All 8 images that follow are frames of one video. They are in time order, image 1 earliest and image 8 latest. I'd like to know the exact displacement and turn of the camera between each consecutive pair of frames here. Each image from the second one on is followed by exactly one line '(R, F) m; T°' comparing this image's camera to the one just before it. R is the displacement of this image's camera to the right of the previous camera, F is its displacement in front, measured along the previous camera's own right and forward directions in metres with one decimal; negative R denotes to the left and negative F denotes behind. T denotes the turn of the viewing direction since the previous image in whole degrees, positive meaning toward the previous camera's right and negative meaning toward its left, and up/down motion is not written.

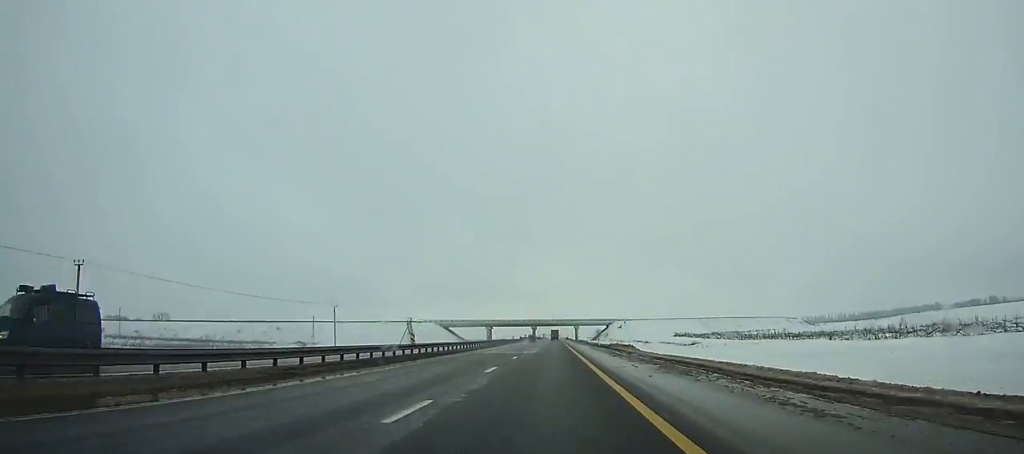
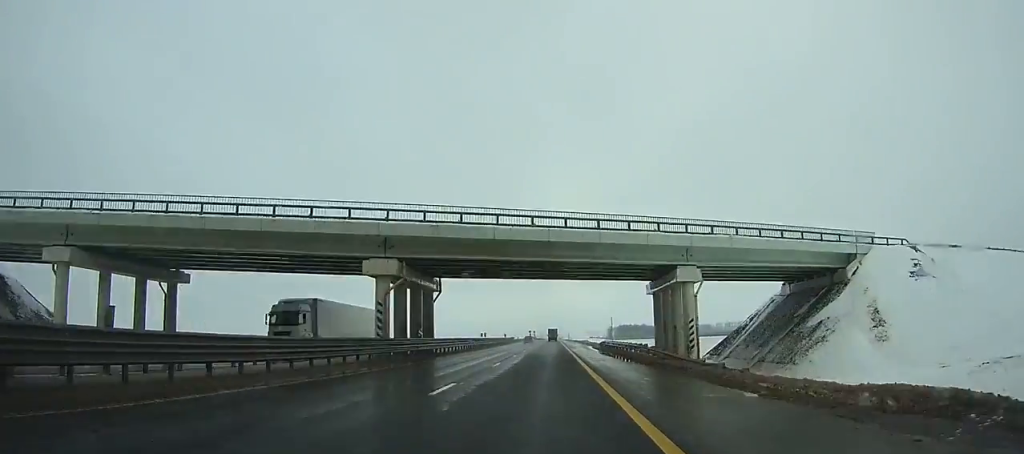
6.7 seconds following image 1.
(+0.1, +200.5) m; 0°
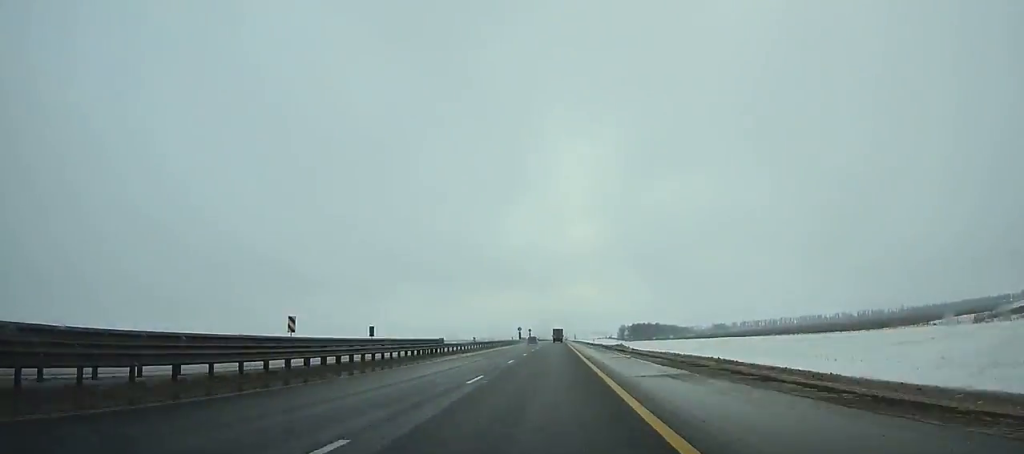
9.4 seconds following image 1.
(-0.2, +80.9) m; 0°
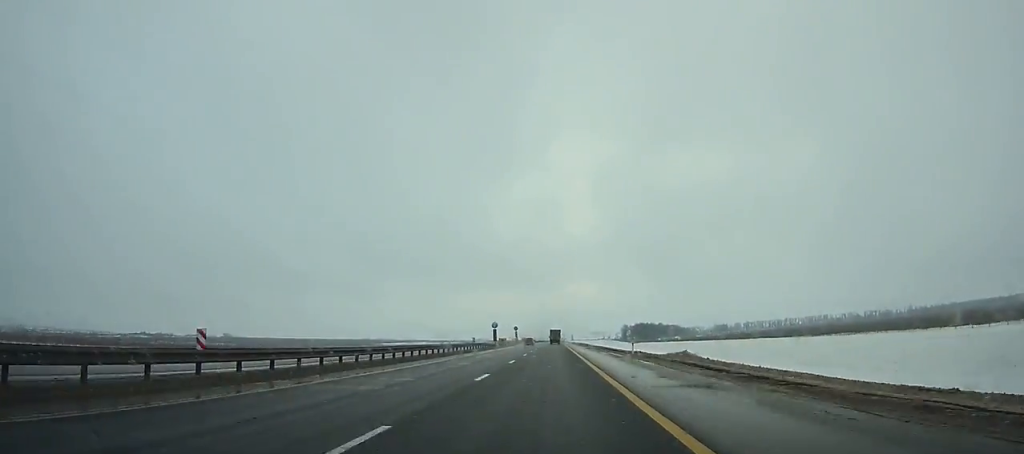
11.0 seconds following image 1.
(0.0, +48.0) m; 0°
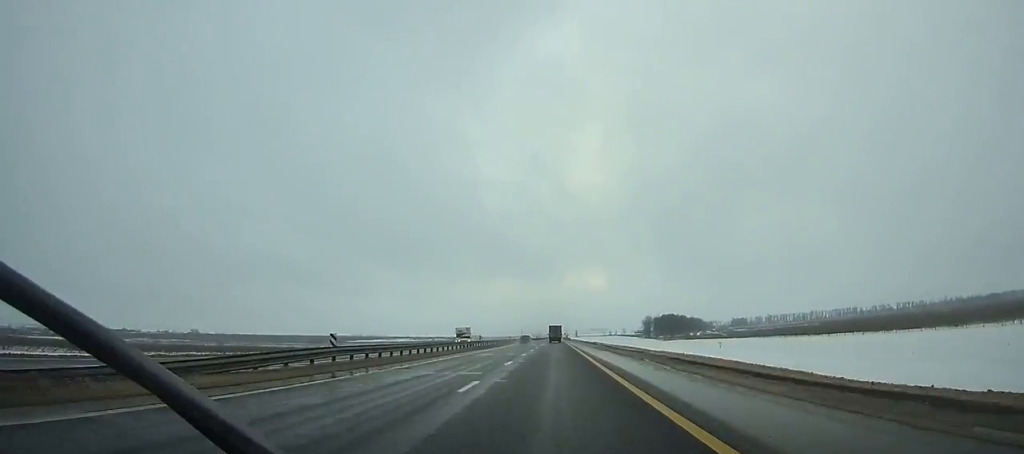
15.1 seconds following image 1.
(+0.2, +122.9) m; 0°
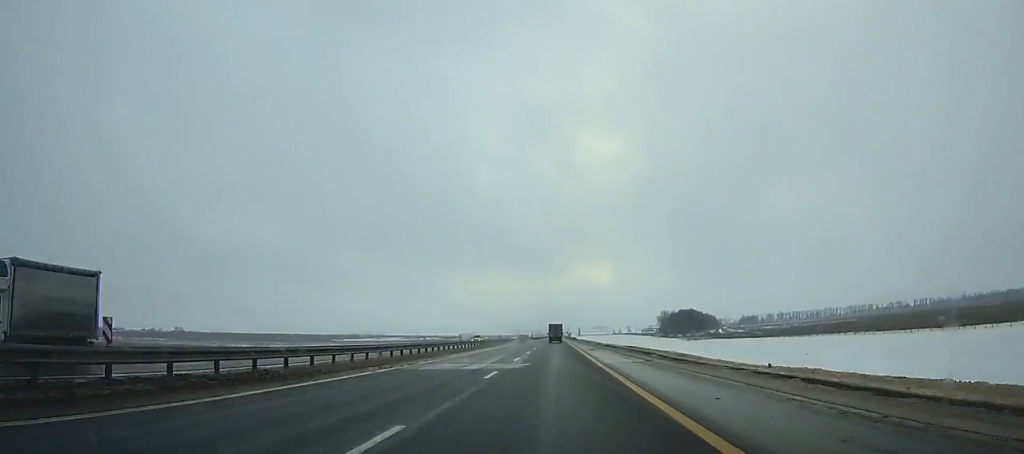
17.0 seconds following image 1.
(0.0, +56.9) m; 0°
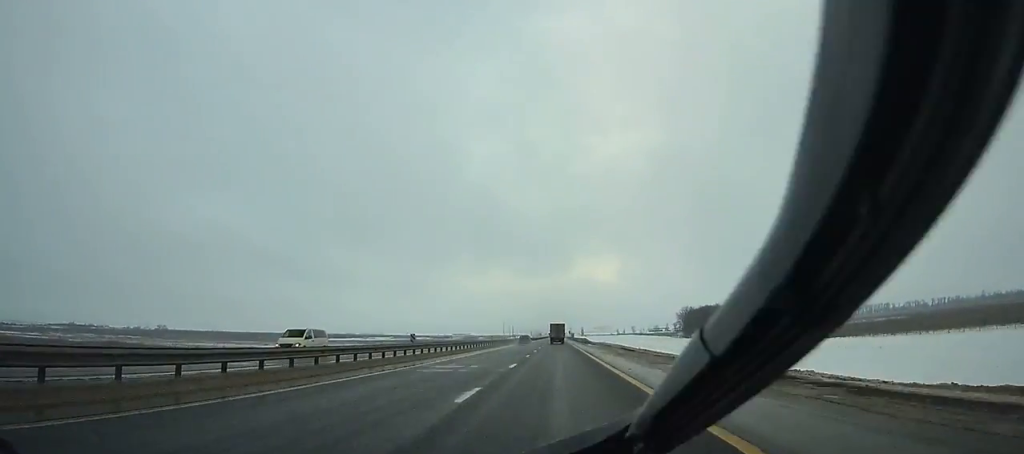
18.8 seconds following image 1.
(0.0, +53.8) m; 0°
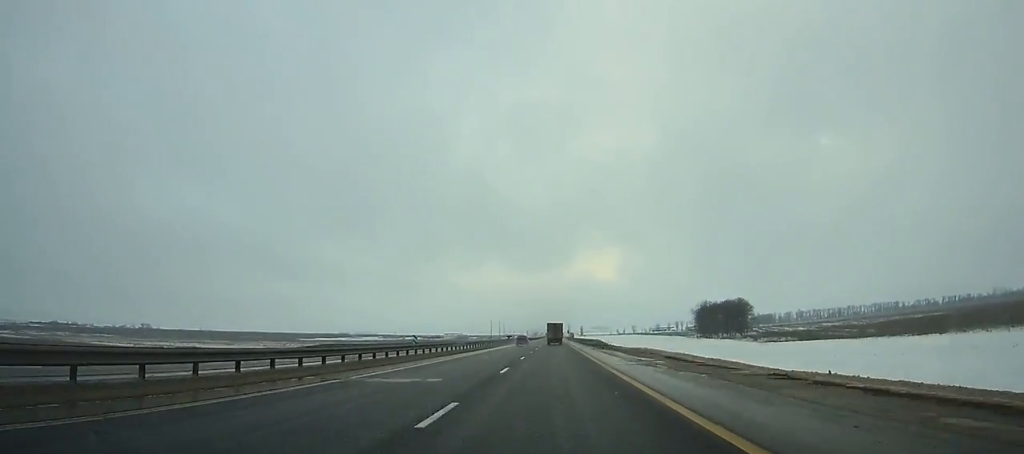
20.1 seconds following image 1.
(0.0, +38.9) m; 0°
